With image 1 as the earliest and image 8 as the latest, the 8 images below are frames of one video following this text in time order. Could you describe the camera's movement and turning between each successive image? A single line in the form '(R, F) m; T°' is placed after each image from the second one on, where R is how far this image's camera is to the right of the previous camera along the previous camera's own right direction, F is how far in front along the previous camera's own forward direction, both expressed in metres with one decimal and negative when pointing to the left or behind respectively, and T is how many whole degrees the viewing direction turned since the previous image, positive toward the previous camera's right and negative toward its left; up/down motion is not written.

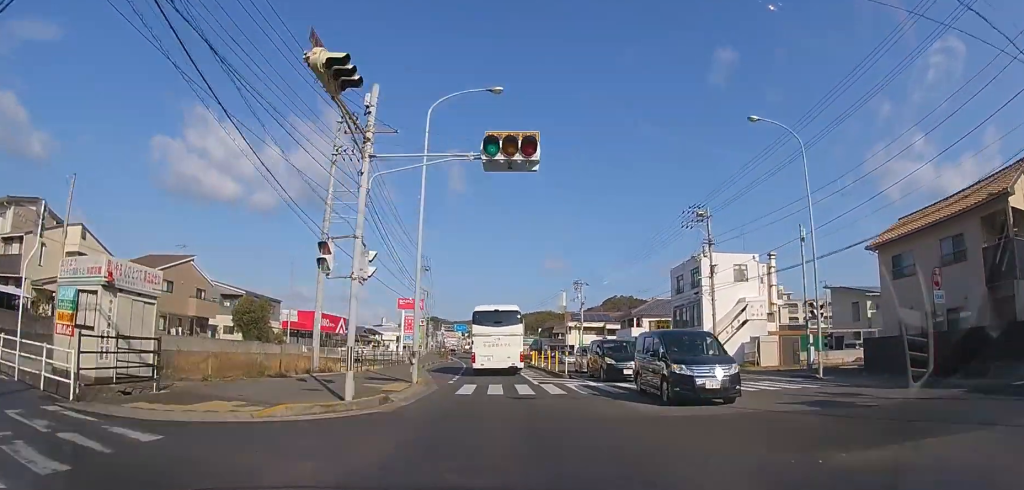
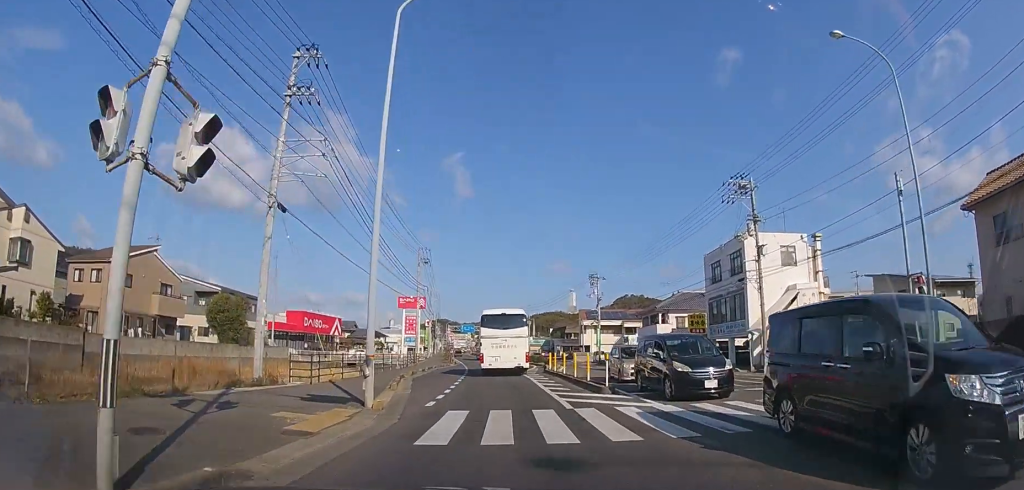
(-0.1, +7.2) m; -1°
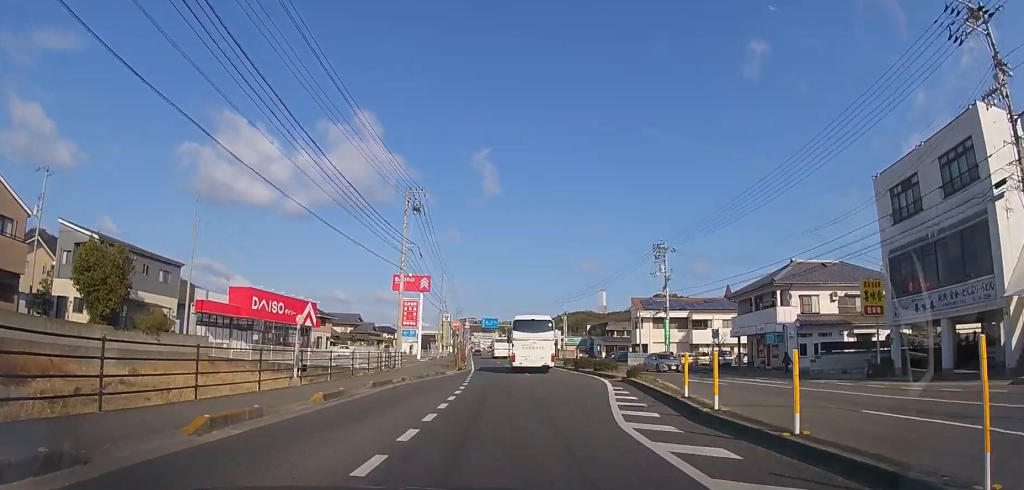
(-0.6, +21.0) m; -3°
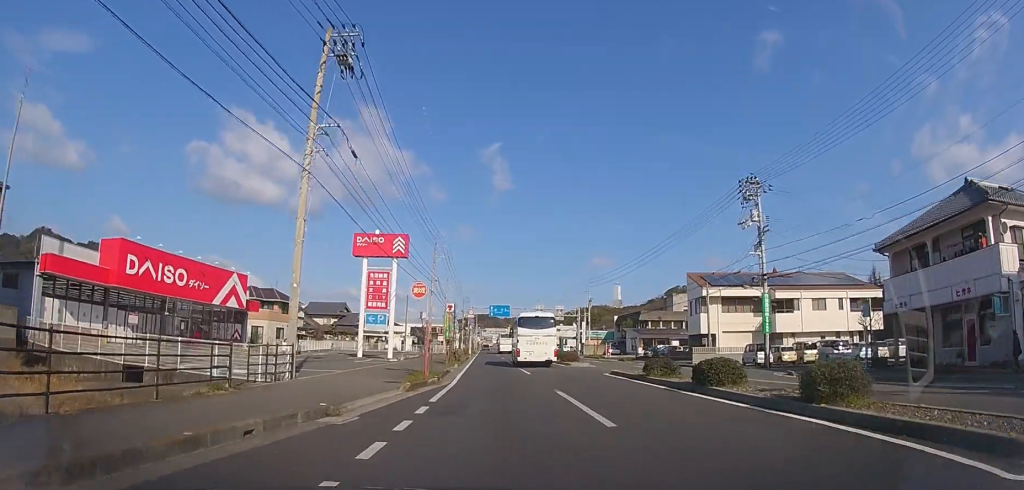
(-0.4, +19.4) m; -2°
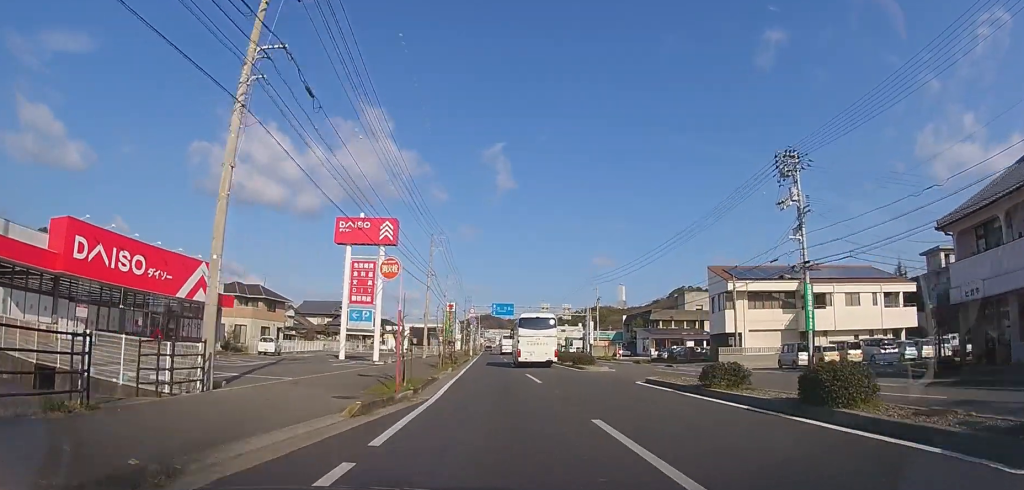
(0.0, +5.1) m; 0°
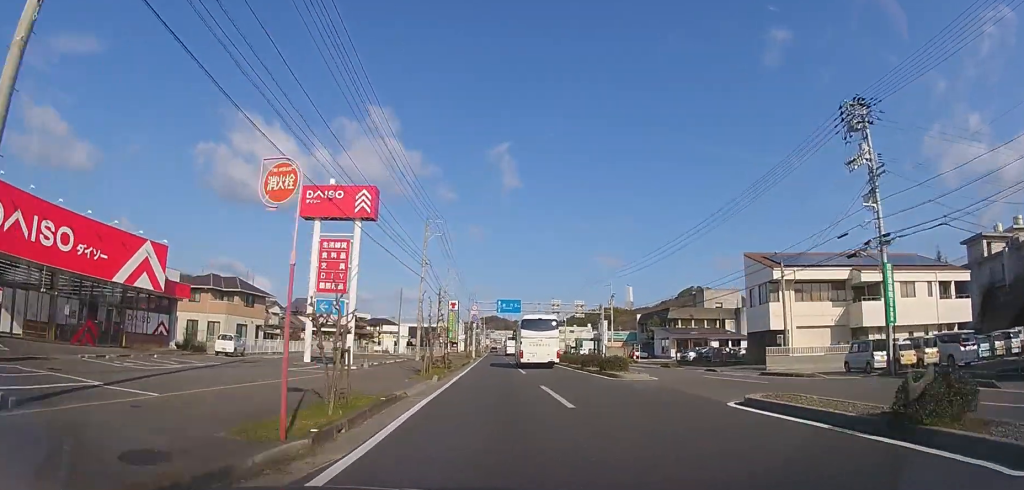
(0.0, +7.3) m; 0°
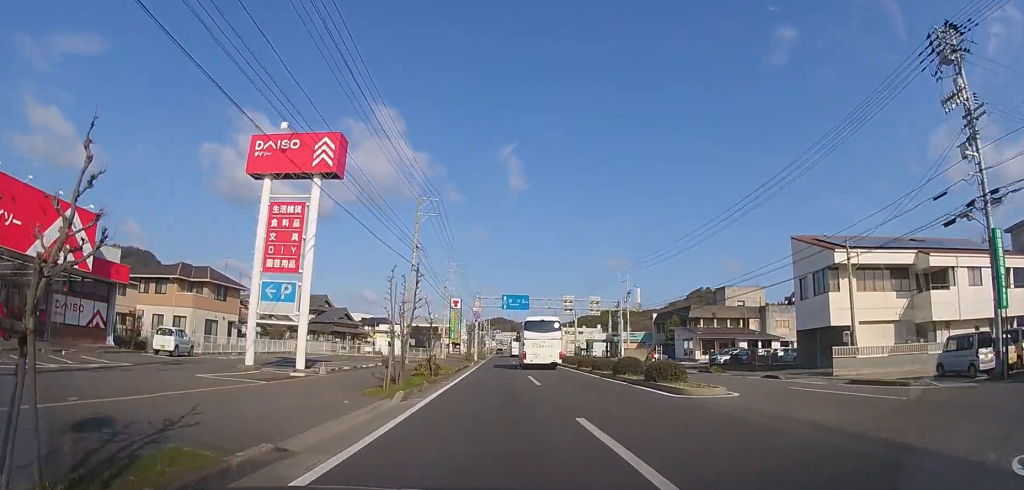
(0.0, +7.4) m; 0°
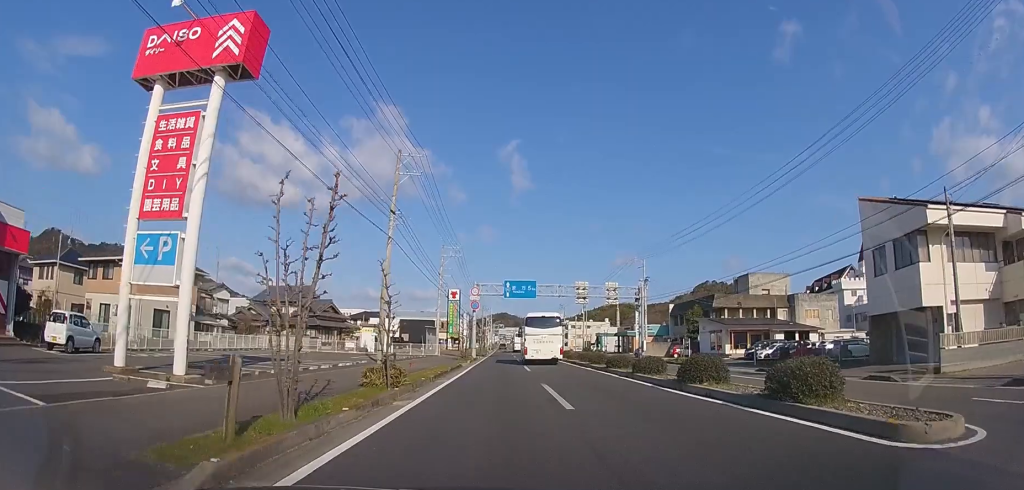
(0.0, +8.0) m; -1°
